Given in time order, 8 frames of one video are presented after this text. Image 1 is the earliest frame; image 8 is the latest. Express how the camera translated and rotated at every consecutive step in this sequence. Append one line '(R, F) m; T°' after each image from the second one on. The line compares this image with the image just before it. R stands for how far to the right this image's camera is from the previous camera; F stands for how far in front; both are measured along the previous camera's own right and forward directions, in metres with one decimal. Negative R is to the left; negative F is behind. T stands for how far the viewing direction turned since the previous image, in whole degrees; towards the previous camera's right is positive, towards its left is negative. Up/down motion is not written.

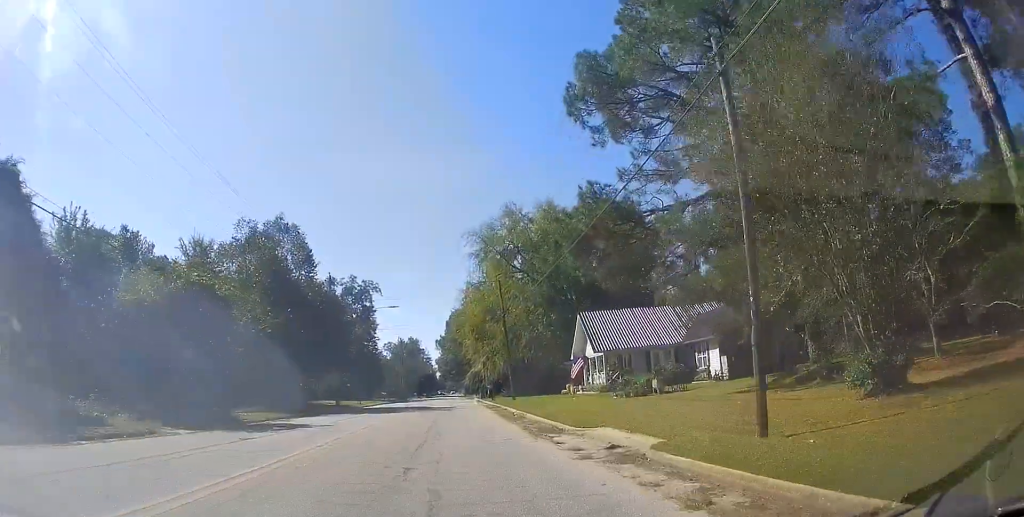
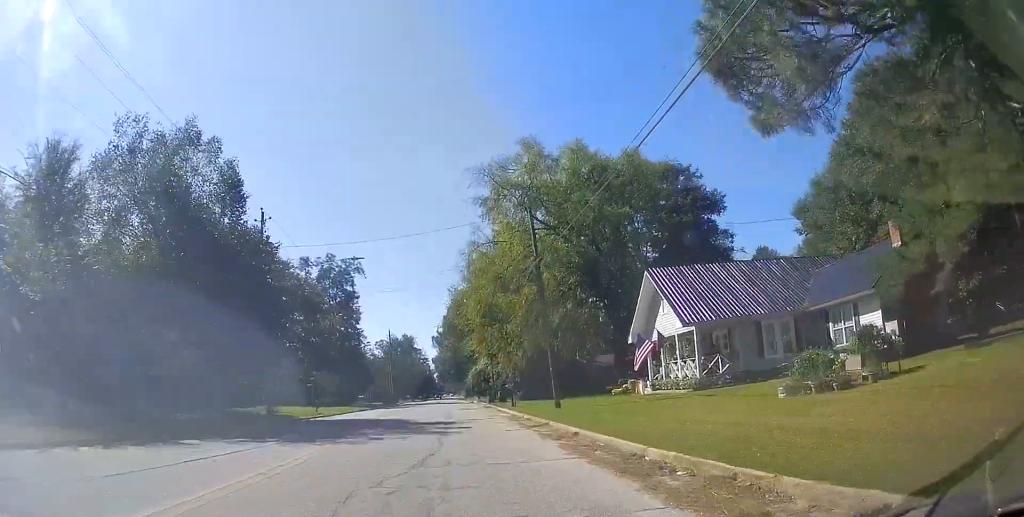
(+0.1, +18.7) m; 0°
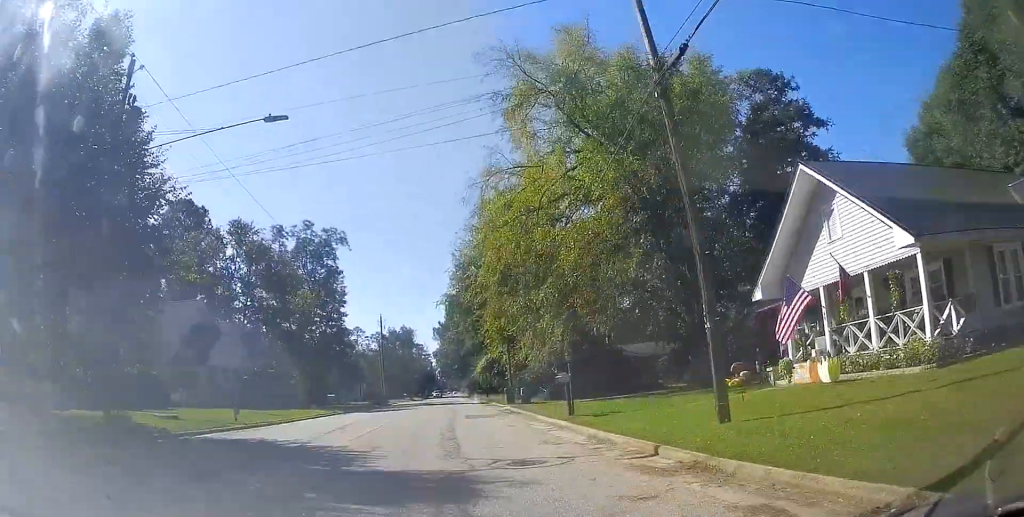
(0.0, +16.4) m; -1°
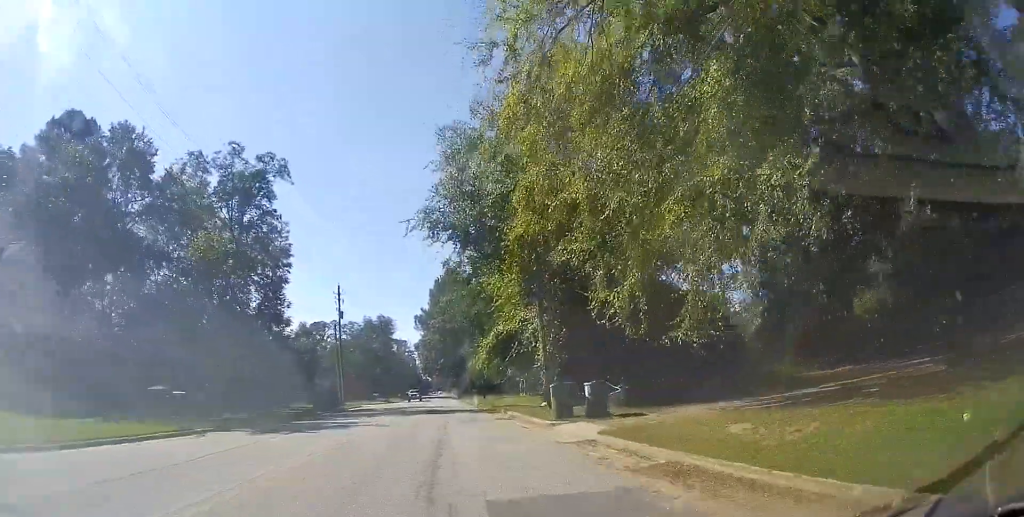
(-0.4, +23.5) m; 0°
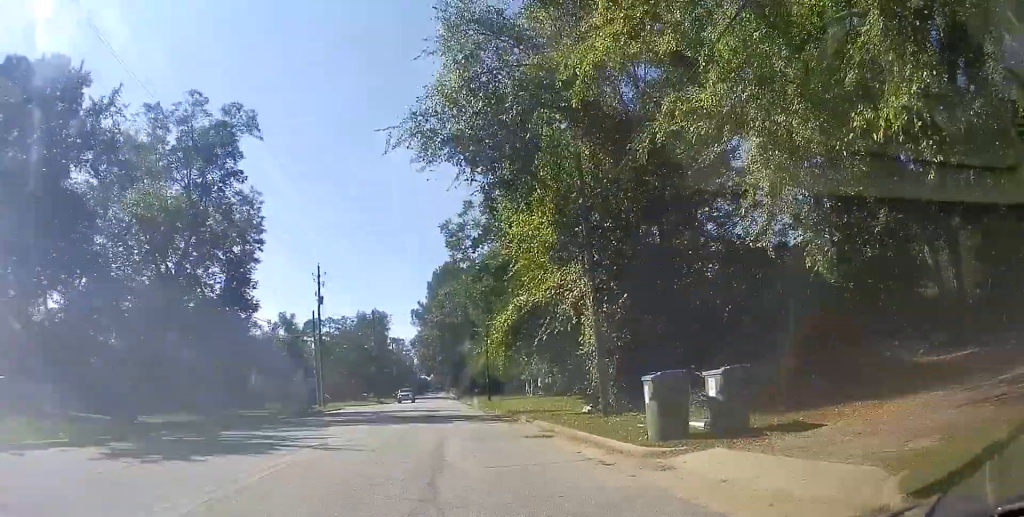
(+0.2, +9.4) m; +1°
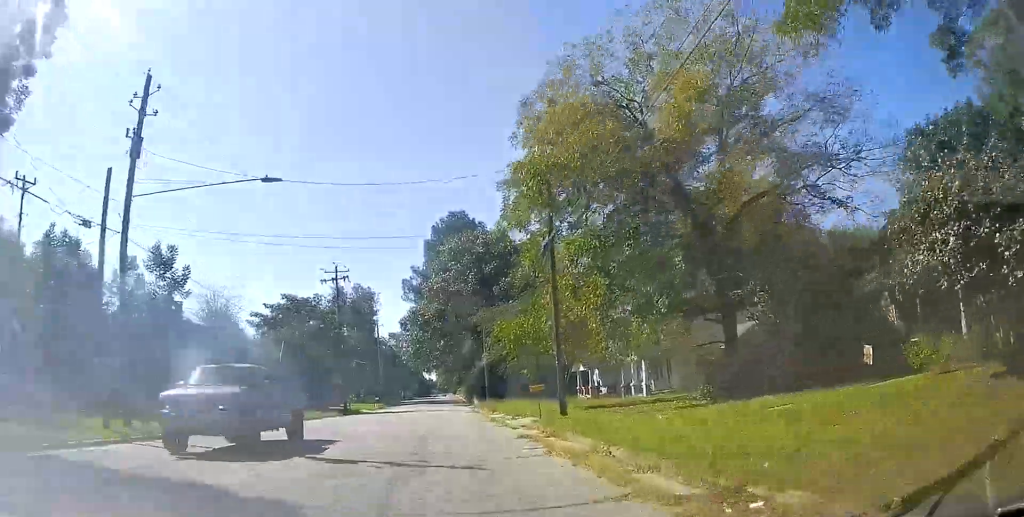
(+0.1, +31.7) m; +1°
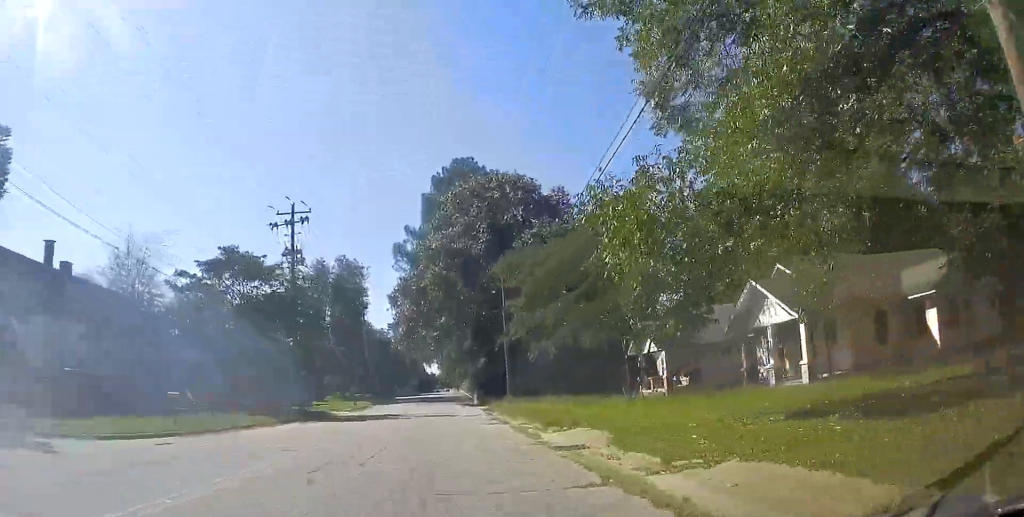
(+0.2, +17.5) m; 0°
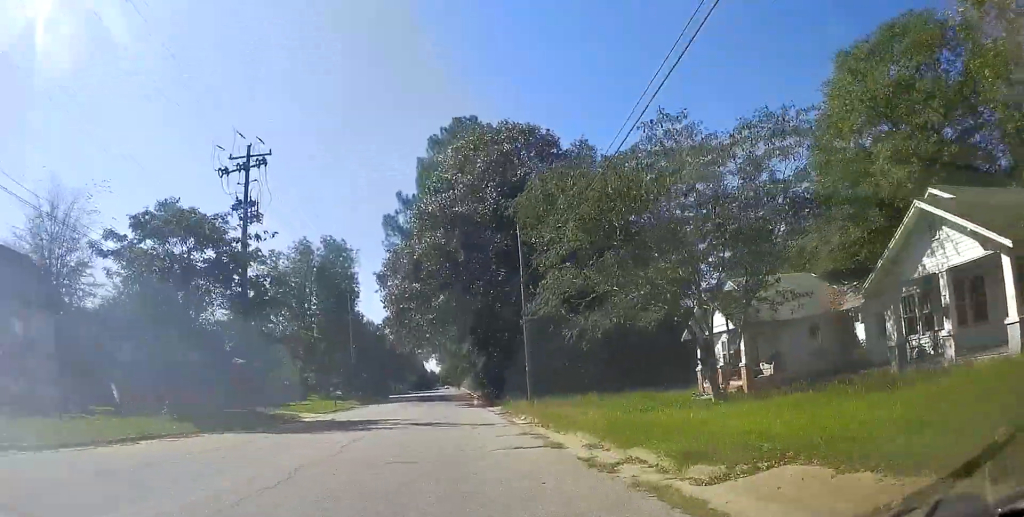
(+0.2, +9.7) m; -1°
